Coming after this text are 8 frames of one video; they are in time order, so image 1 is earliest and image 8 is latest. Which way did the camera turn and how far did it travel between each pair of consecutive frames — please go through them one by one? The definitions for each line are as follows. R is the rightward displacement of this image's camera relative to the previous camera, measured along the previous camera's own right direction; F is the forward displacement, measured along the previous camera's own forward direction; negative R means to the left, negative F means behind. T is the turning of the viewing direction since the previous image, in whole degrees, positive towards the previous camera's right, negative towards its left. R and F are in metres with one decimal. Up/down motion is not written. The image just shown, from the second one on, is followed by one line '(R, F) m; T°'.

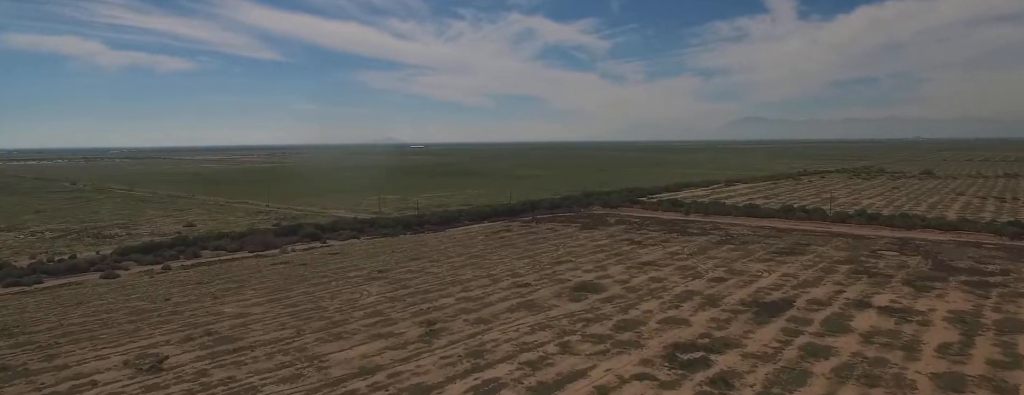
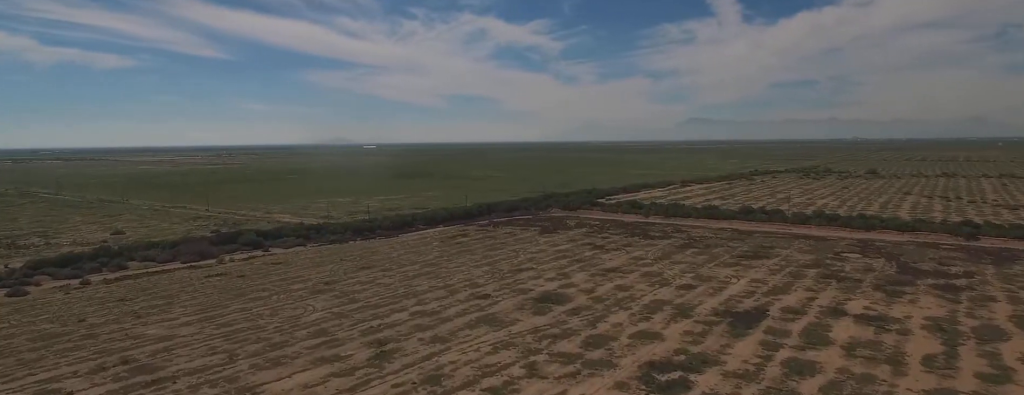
(0.0, +9.8) m; 0°
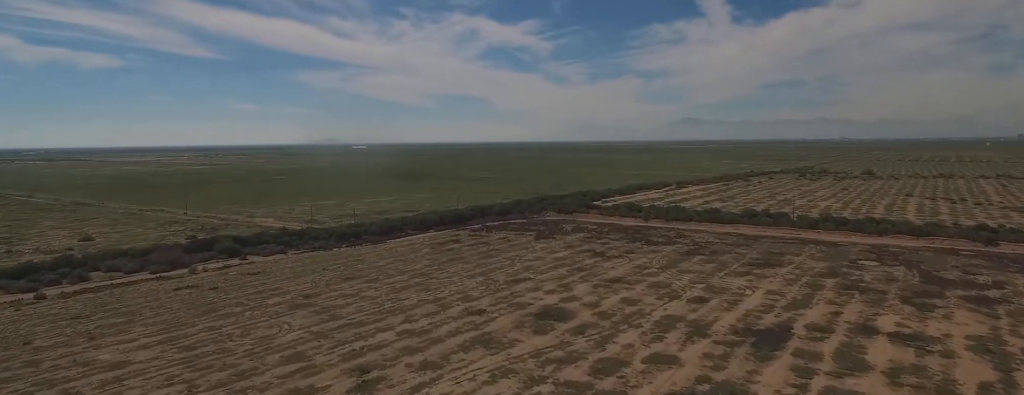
(0.0, +12.0) m; 0°
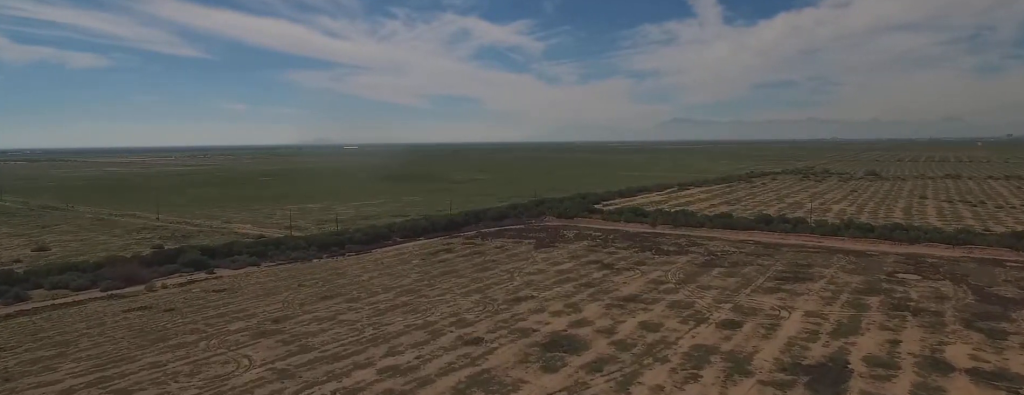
(0.0, +18.4) m; 0°
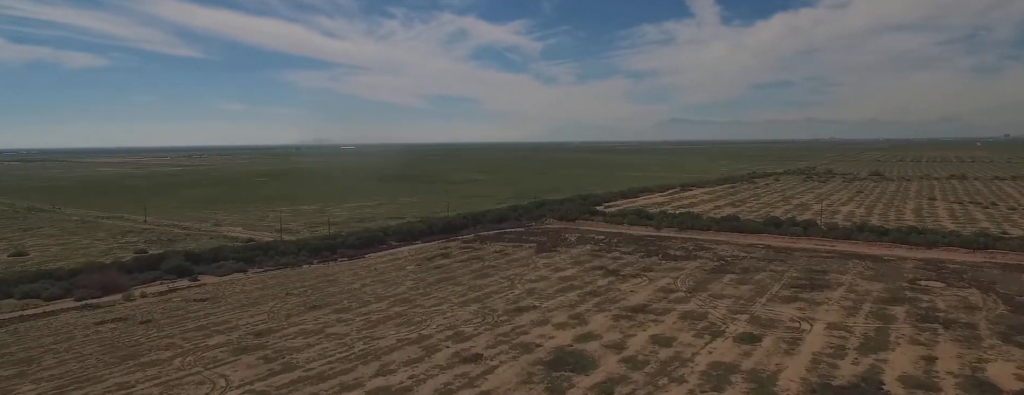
(0.0, +8.4) m; 0°
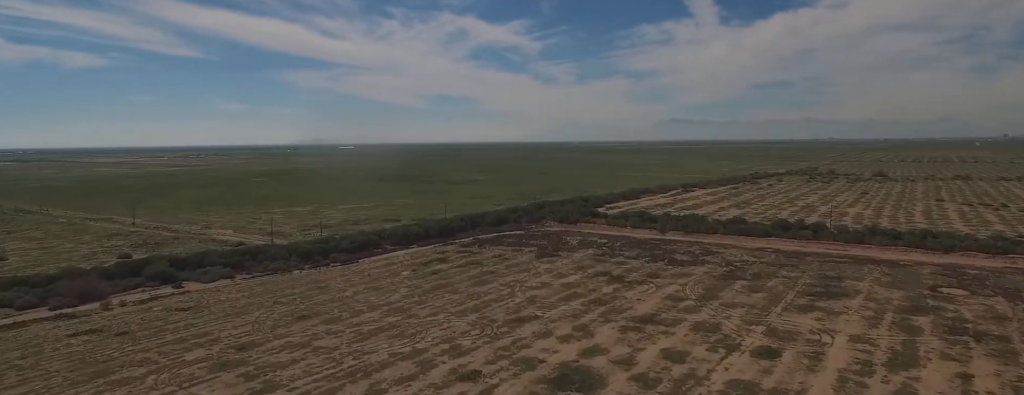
(0.0, +7.3) m; 0°
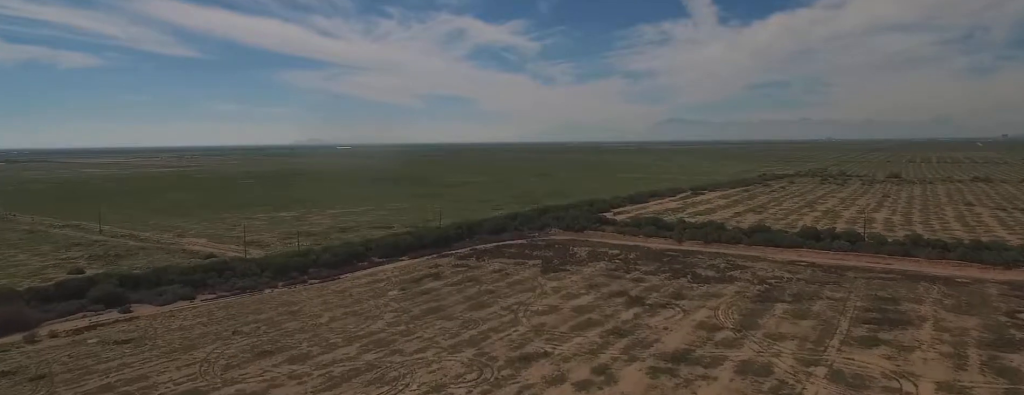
(0.0, +19.7) m; 0°
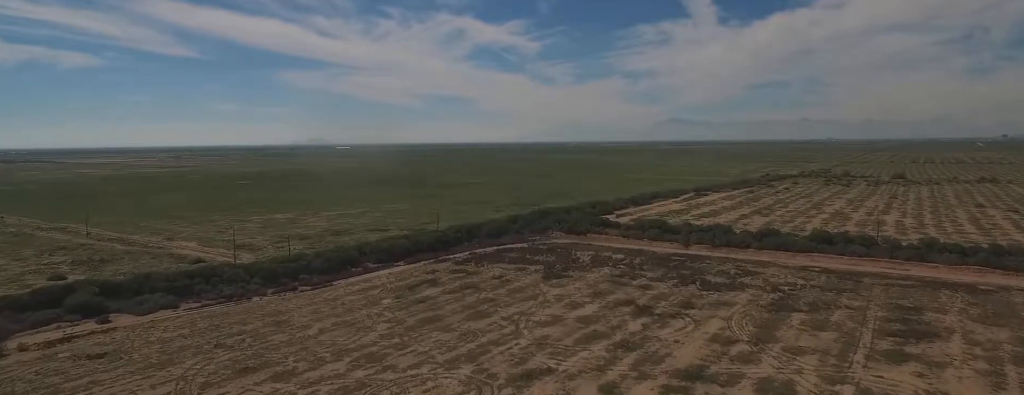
(0.0, +6.6) m; 0°
